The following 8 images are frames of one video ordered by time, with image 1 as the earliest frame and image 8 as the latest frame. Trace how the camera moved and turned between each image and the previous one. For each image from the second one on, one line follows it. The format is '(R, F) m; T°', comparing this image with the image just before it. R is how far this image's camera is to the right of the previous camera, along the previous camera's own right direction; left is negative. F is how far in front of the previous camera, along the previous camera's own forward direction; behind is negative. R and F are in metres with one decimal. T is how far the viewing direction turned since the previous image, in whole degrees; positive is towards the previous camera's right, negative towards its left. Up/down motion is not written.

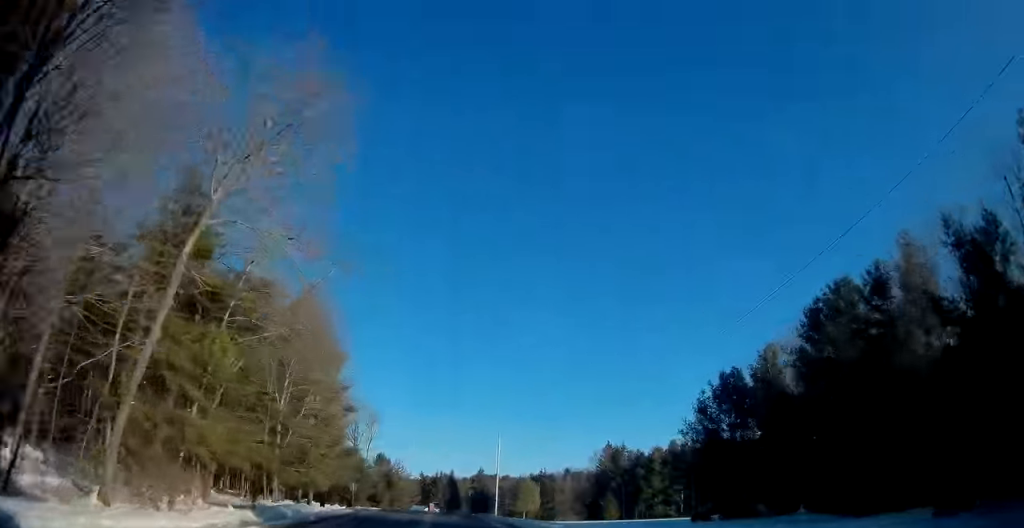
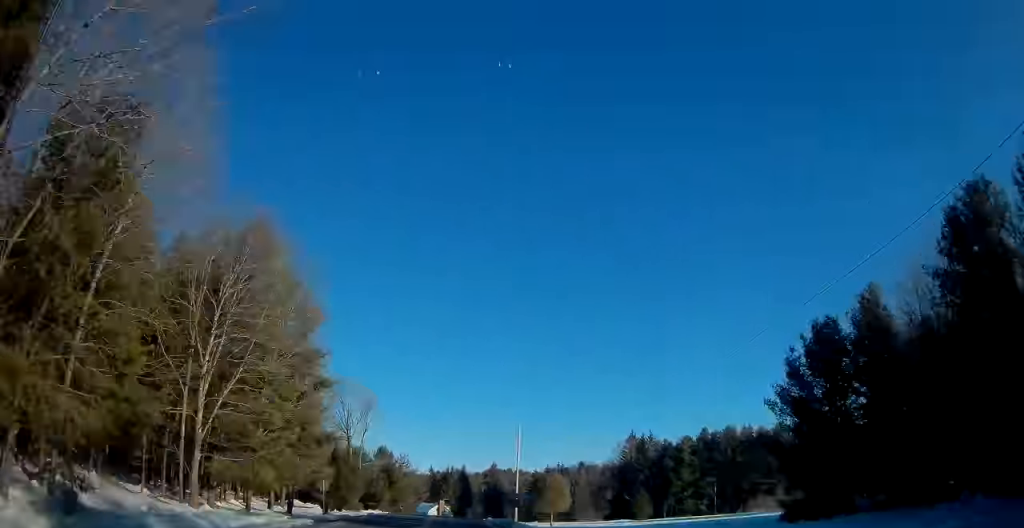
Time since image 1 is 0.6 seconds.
(-0.1, +12.7) m; -2°
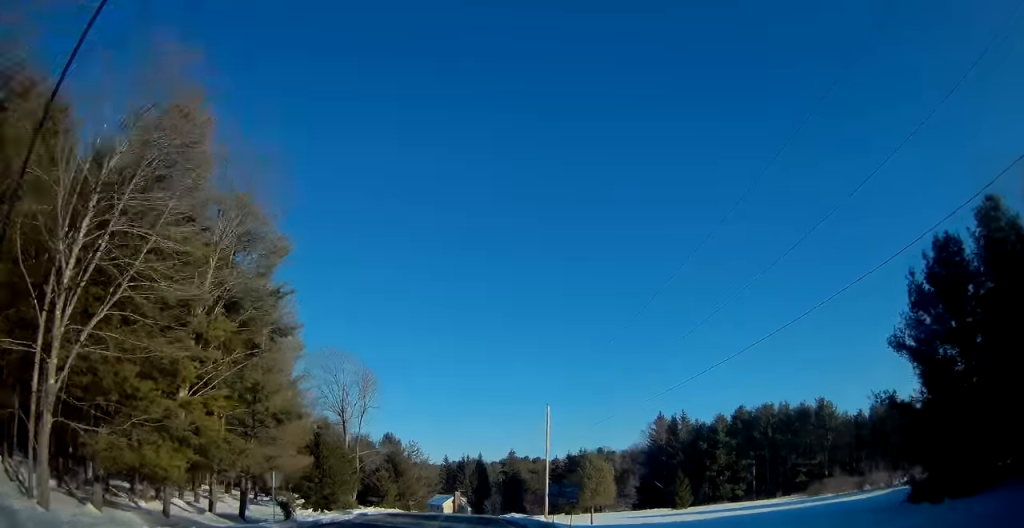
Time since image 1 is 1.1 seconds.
(-0.4, +10.8) m; -1°
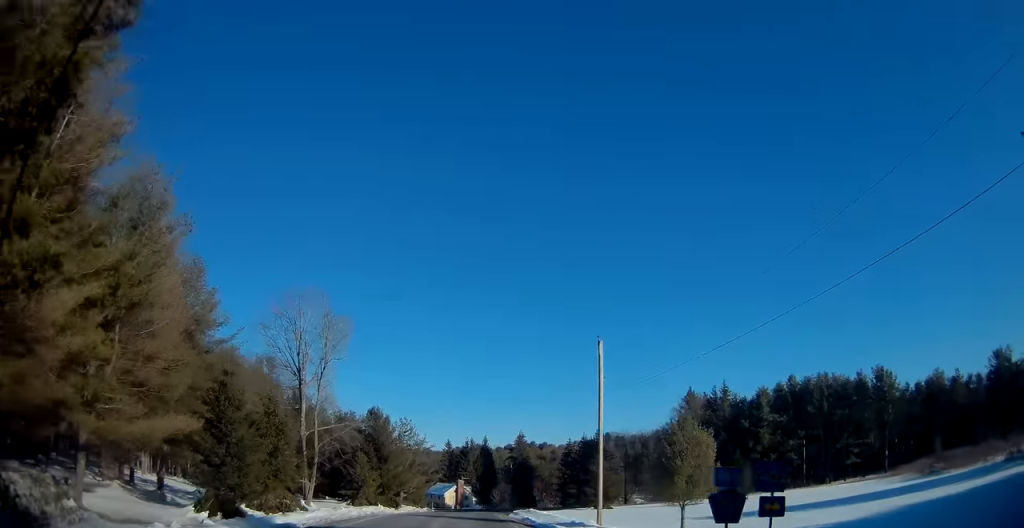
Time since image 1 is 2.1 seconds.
(-0.3, +17.8) m; -1°
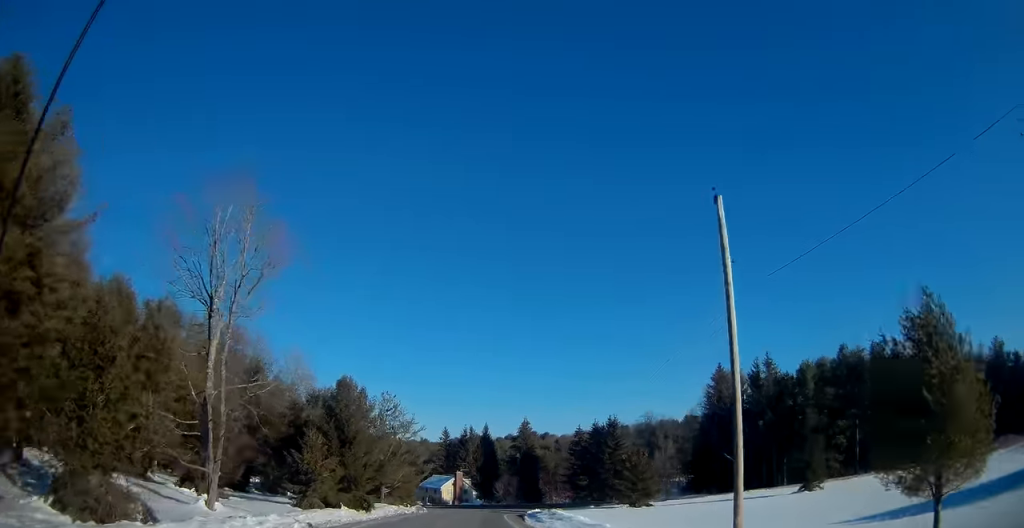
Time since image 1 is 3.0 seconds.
(0.0, +16.5) m; 0°
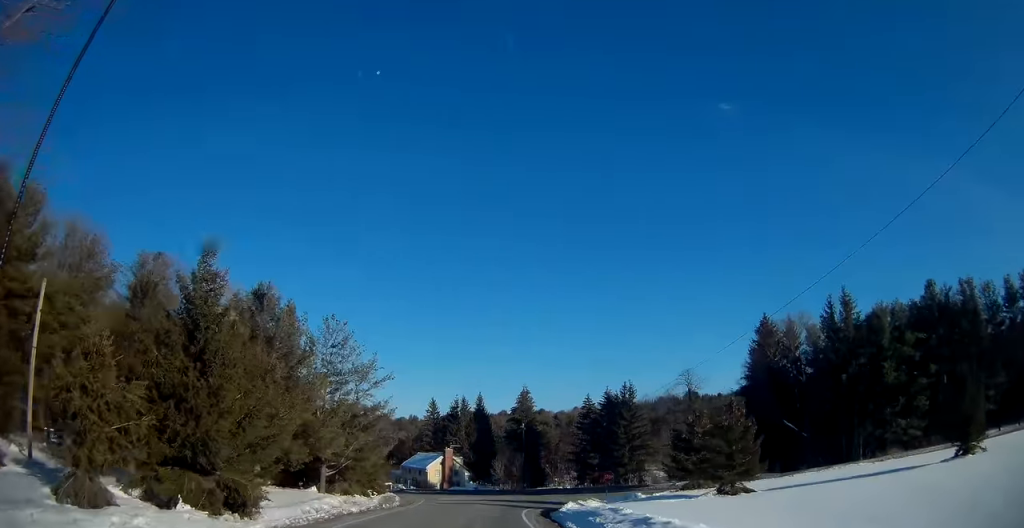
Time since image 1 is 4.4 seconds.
(-0.2, +22.0) m; 0°
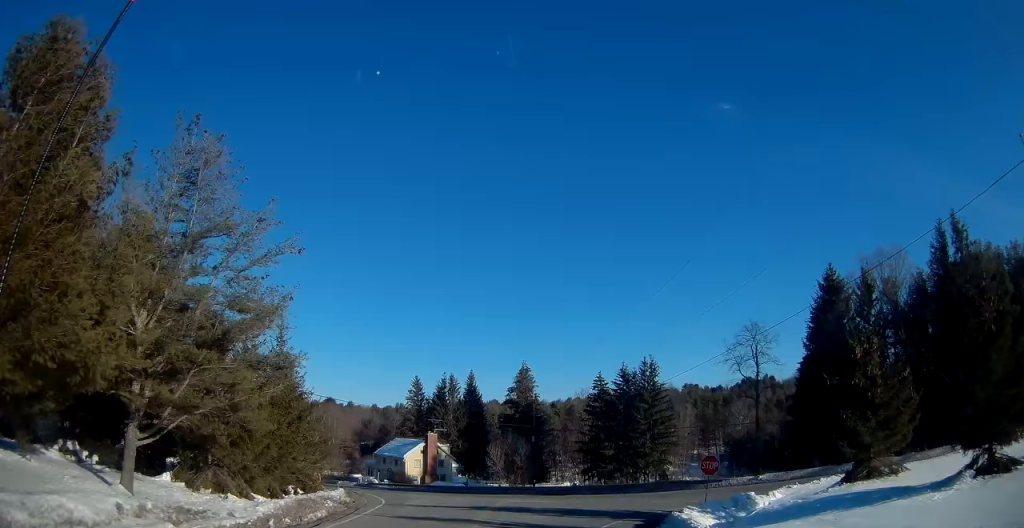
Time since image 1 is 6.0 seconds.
(+0.5, +20.4) m; +4°
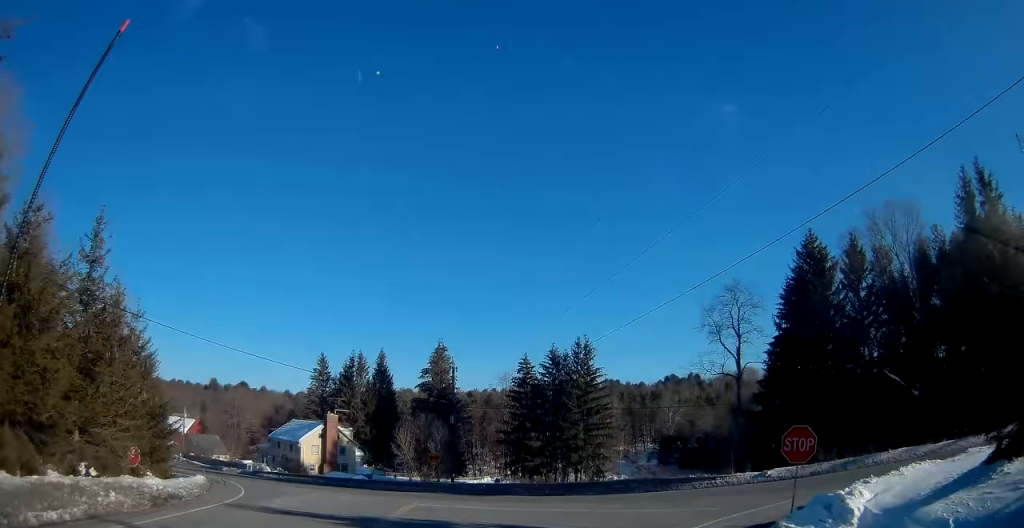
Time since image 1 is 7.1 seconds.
(+0.4, +12.4) m; +7°
